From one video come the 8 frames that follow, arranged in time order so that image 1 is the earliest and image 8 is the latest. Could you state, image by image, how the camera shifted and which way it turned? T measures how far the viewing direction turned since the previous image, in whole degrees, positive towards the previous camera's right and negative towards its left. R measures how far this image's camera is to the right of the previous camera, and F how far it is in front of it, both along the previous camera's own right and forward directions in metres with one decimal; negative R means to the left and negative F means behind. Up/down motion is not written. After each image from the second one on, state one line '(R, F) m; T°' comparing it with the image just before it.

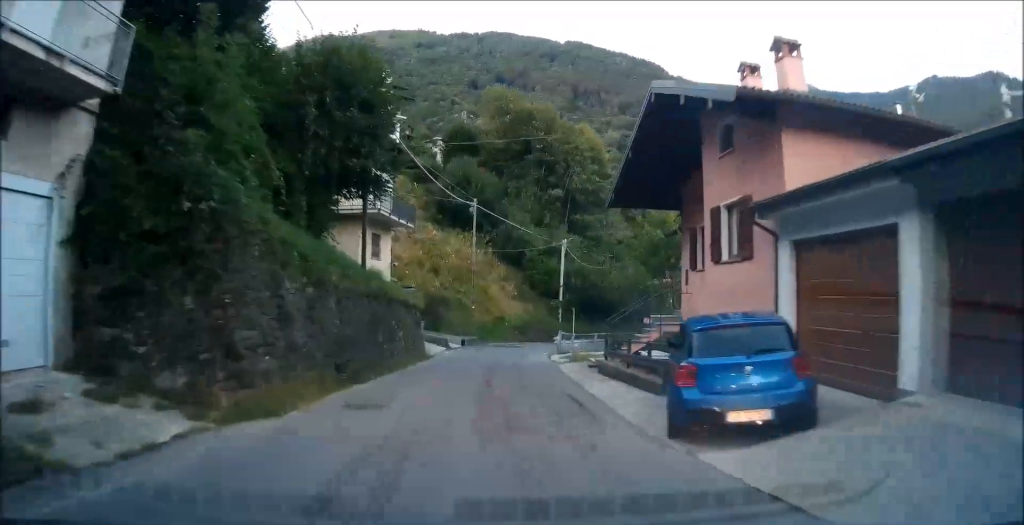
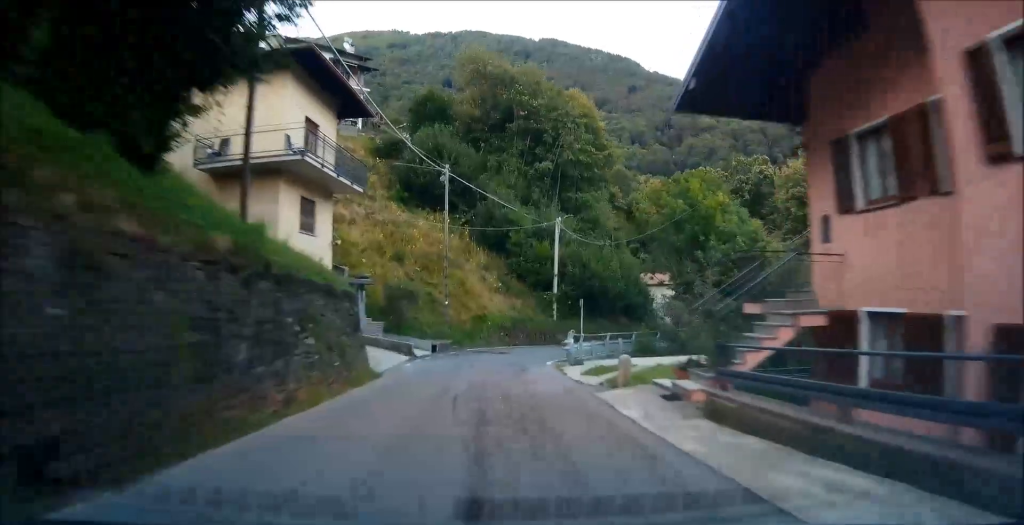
(-0.1, +10.0) m; +1°
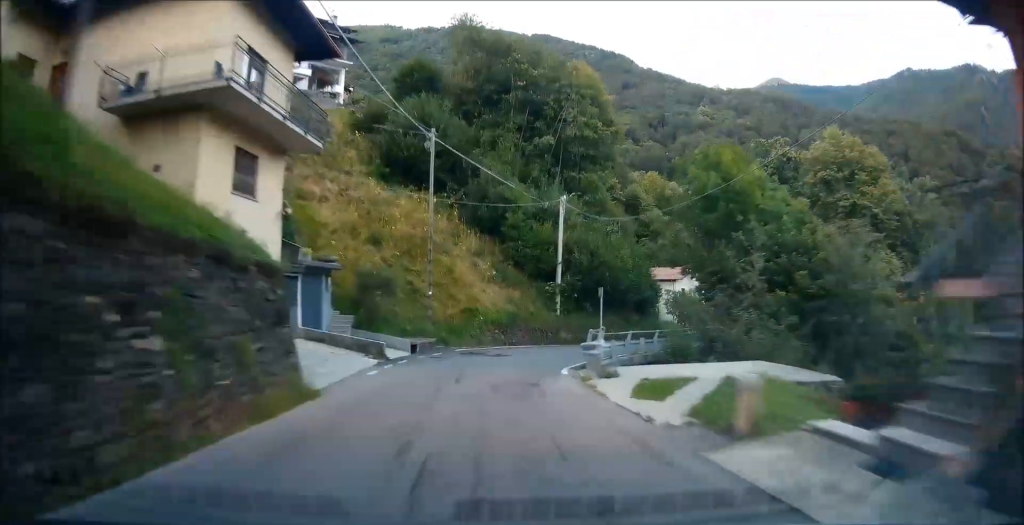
(+0.1, +6.3) m; +3°
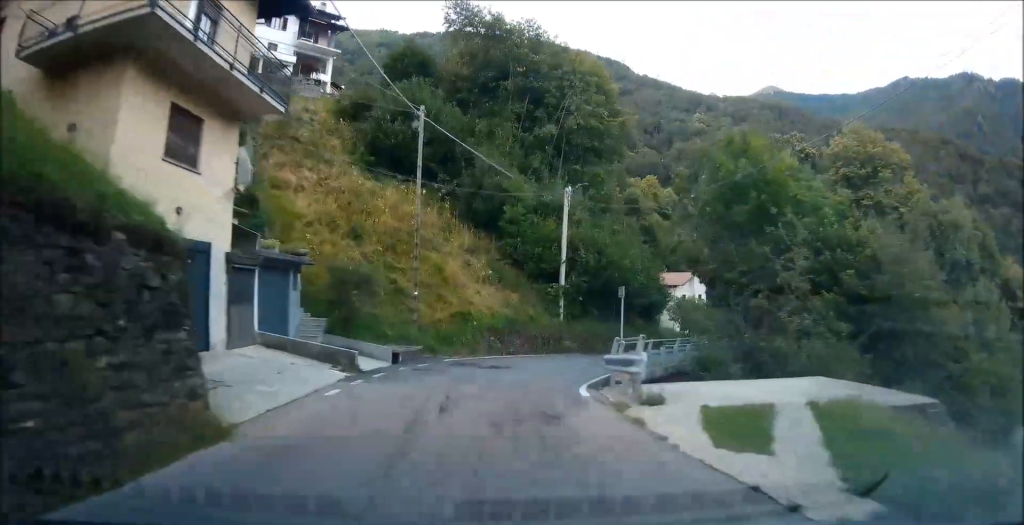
(+0.1, +4.0) m; +2°
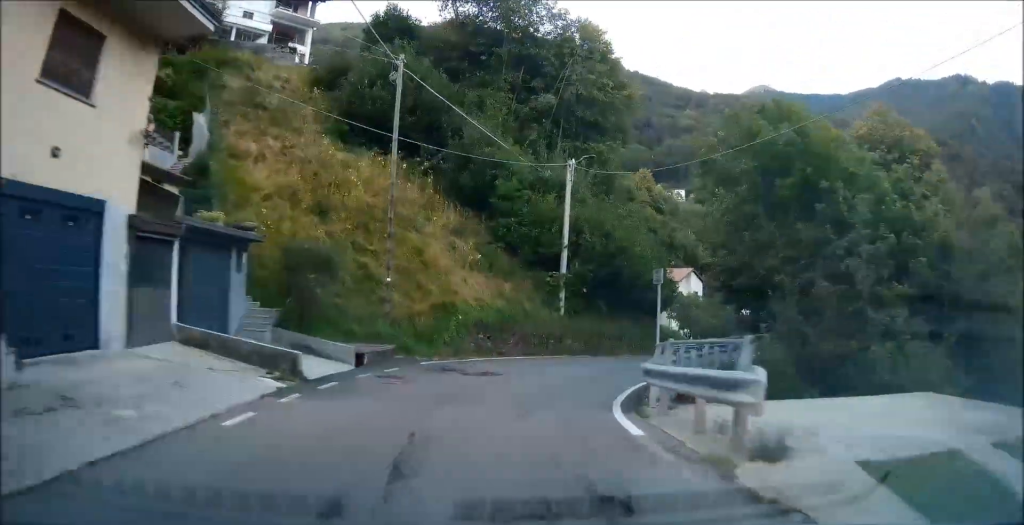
(0.0, +4.9) m; +2°
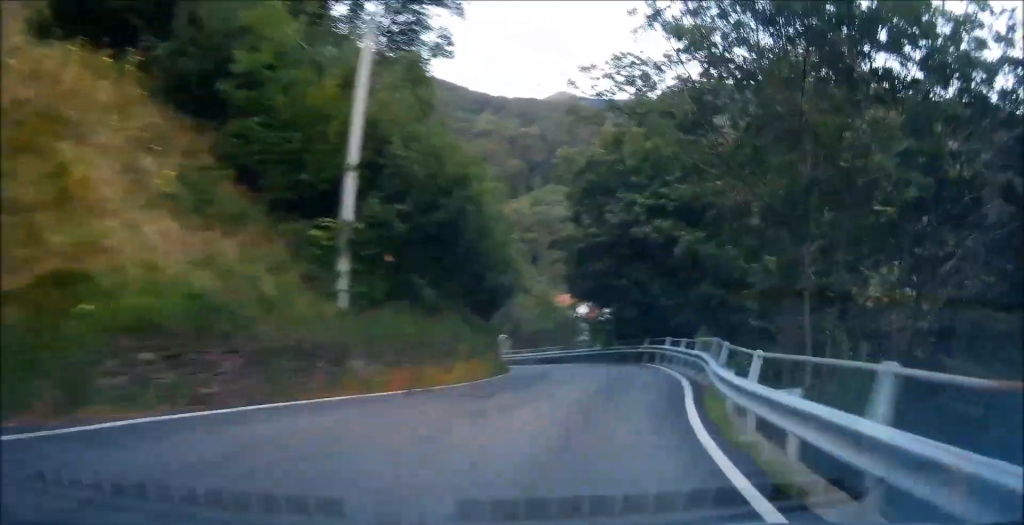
(+0.7, +14.6) m; +13°
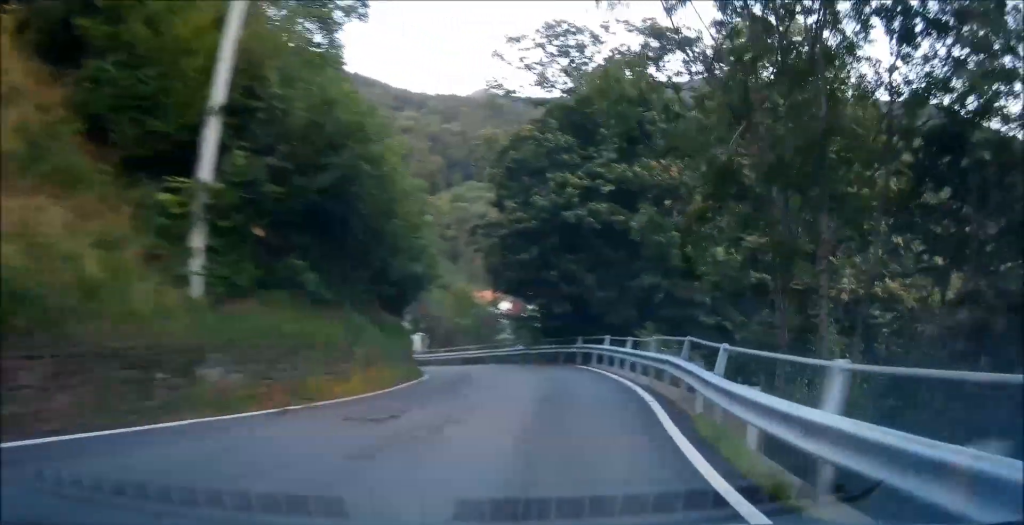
(+0.2, +3.5) m; +5°
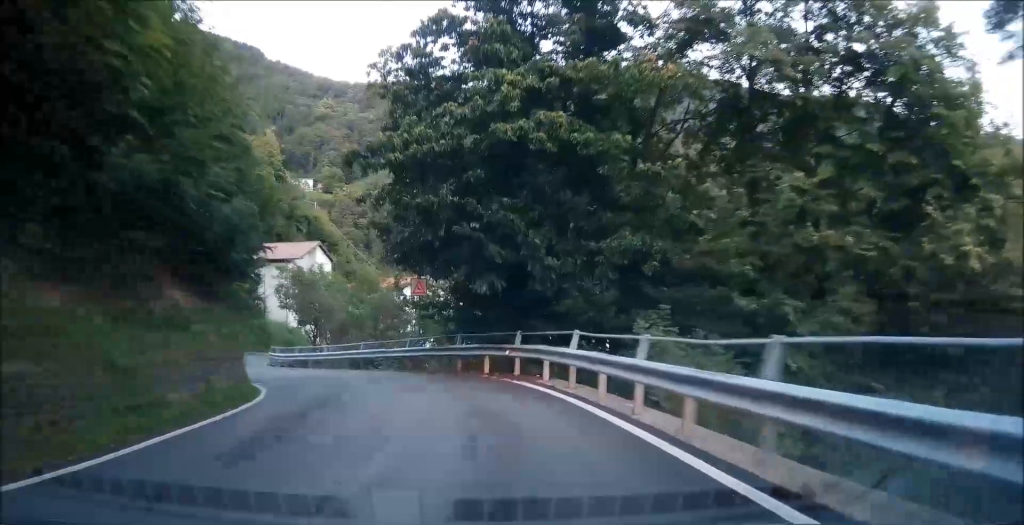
(+1.3, +10.3) m; +4°
